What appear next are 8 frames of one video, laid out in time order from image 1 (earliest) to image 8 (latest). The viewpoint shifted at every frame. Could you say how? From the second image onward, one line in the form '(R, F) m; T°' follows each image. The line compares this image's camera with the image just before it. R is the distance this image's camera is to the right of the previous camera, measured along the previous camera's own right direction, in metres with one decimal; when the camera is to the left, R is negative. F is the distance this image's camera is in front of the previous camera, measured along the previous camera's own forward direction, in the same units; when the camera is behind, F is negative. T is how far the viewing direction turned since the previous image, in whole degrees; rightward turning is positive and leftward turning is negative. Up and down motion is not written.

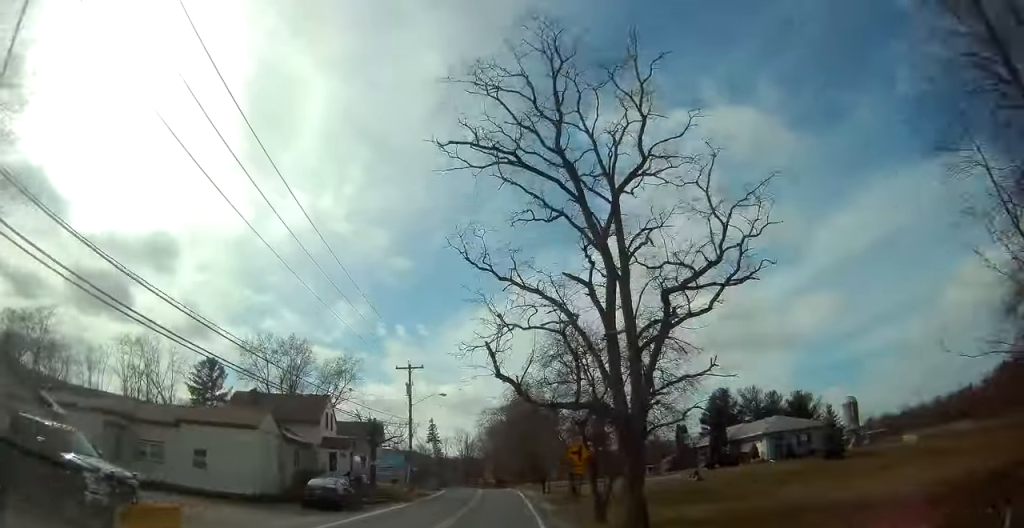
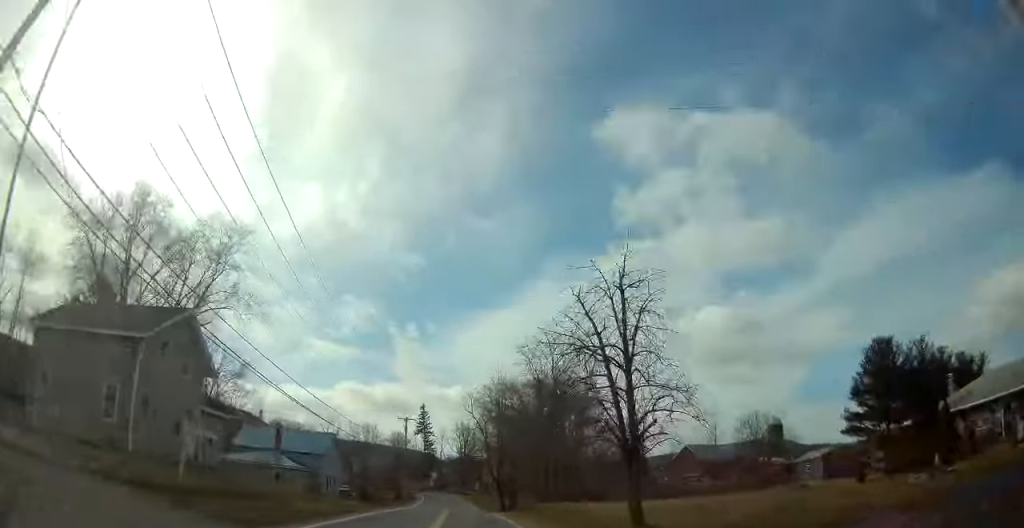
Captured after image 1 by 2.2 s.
(+1.8, +44.8) m; +3°
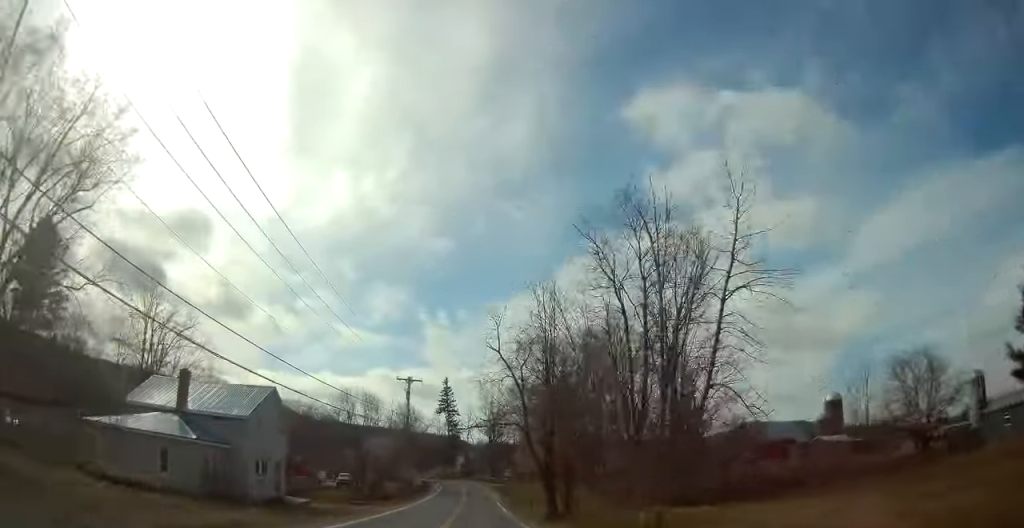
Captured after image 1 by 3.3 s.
(0.0, +21.8) m; -1°
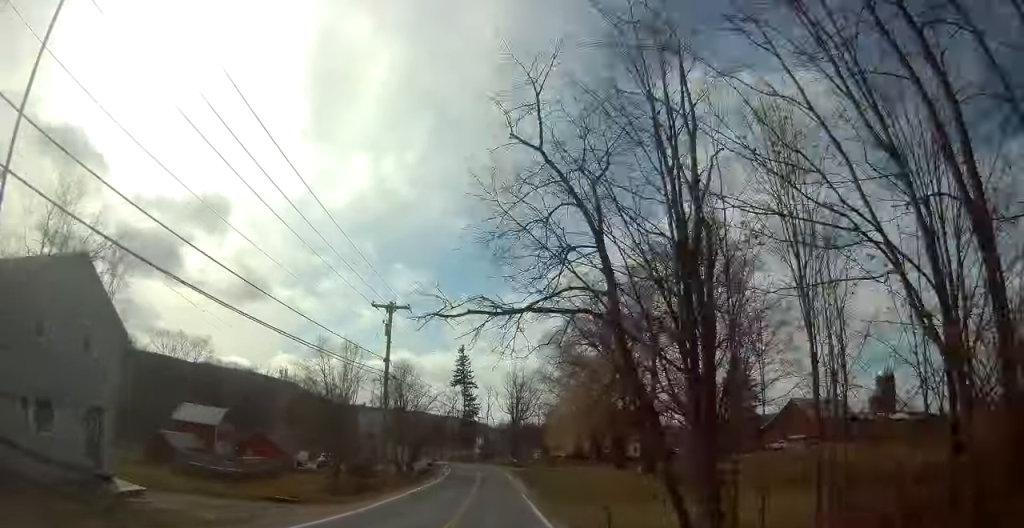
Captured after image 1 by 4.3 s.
(-0.3, +19.1) m; -2°
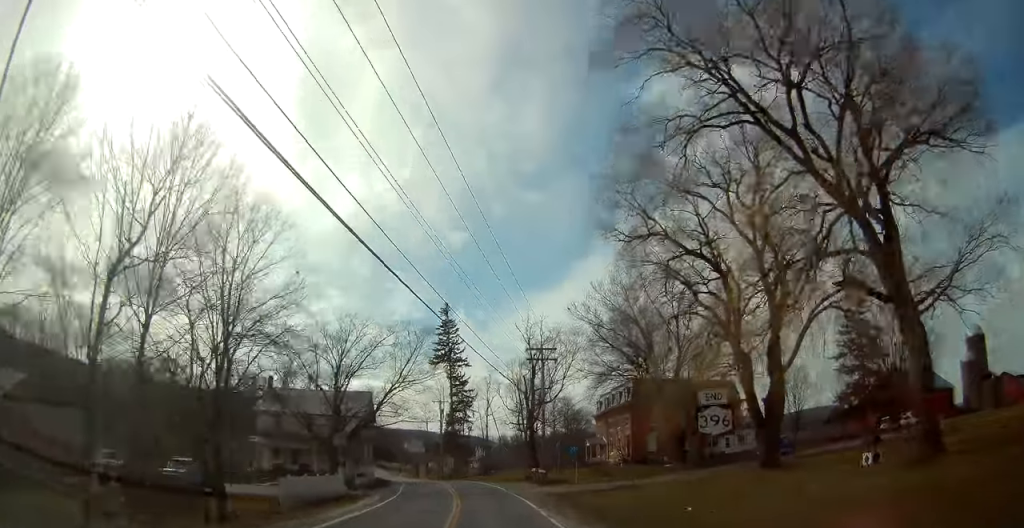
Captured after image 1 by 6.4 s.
(-1.9, +41.5) m; -3°
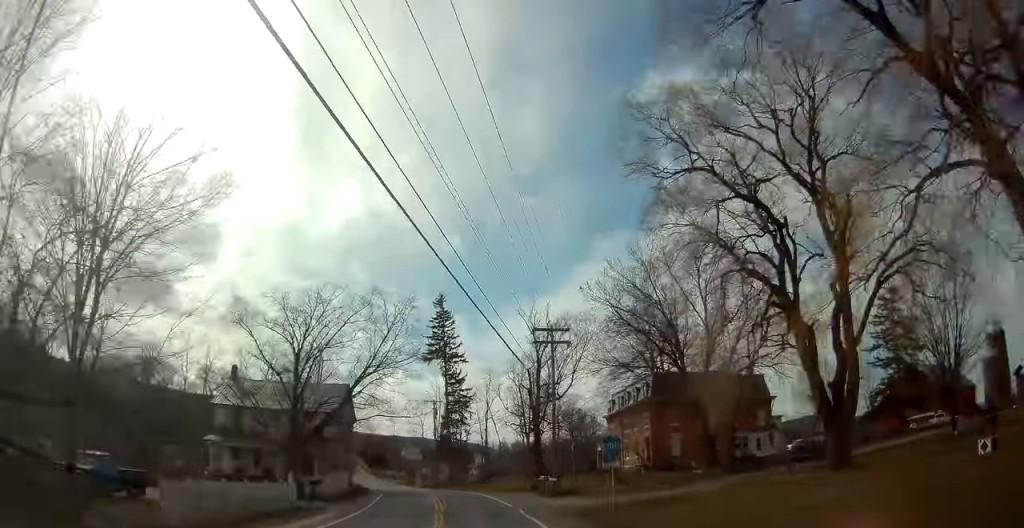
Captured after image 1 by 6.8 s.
(-0.1, +8.2) m; 0°
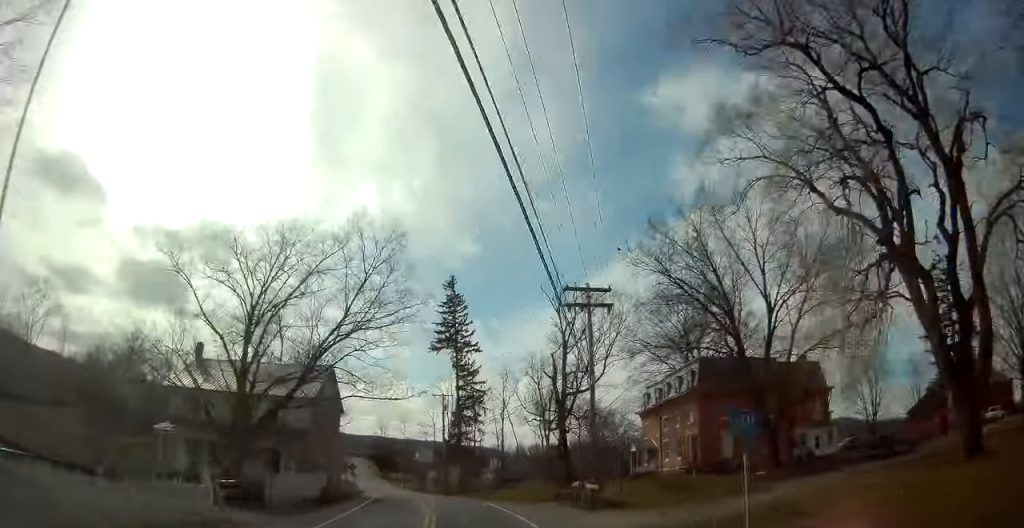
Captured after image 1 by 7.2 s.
(+0.2, +9.0) m; 0°
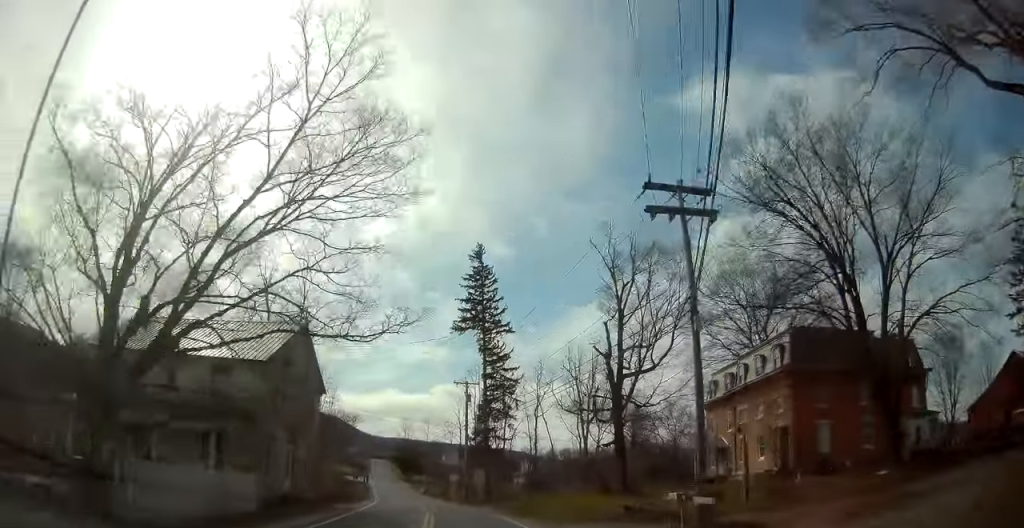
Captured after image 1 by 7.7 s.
(+0.2, +11.0) m; 0°
